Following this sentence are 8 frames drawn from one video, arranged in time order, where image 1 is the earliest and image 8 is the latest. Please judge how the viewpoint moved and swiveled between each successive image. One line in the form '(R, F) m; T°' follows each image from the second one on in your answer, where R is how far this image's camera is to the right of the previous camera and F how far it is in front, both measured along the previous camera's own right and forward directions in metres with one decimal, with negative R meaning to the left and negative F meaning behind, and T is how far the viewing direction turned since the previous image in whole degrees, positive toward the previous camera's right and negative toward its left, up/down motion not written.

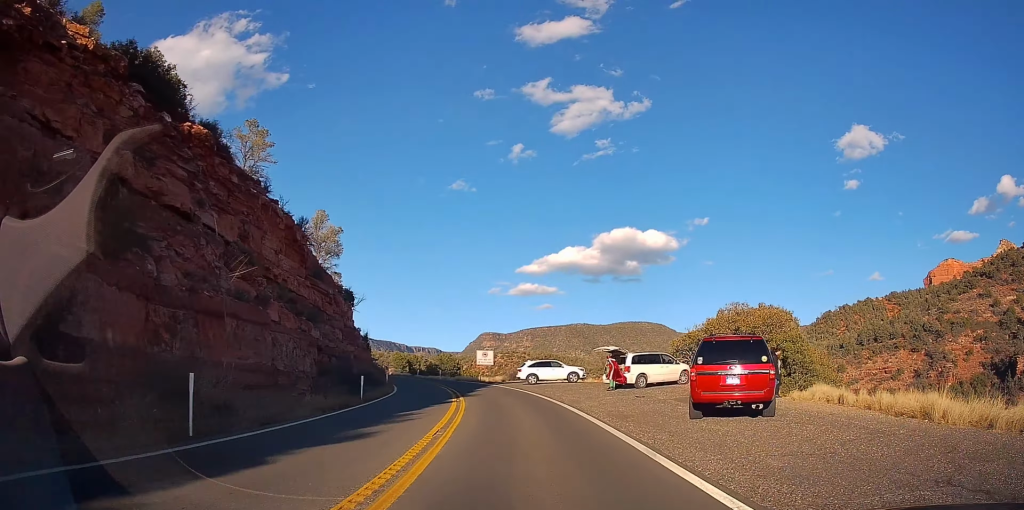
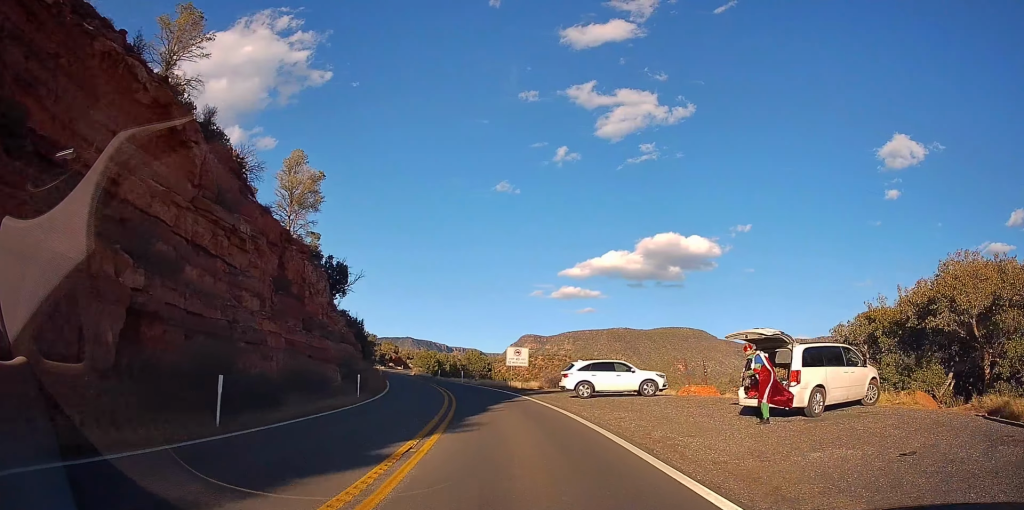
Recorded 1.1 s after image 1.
(-0.2, +14.7) m; -4°
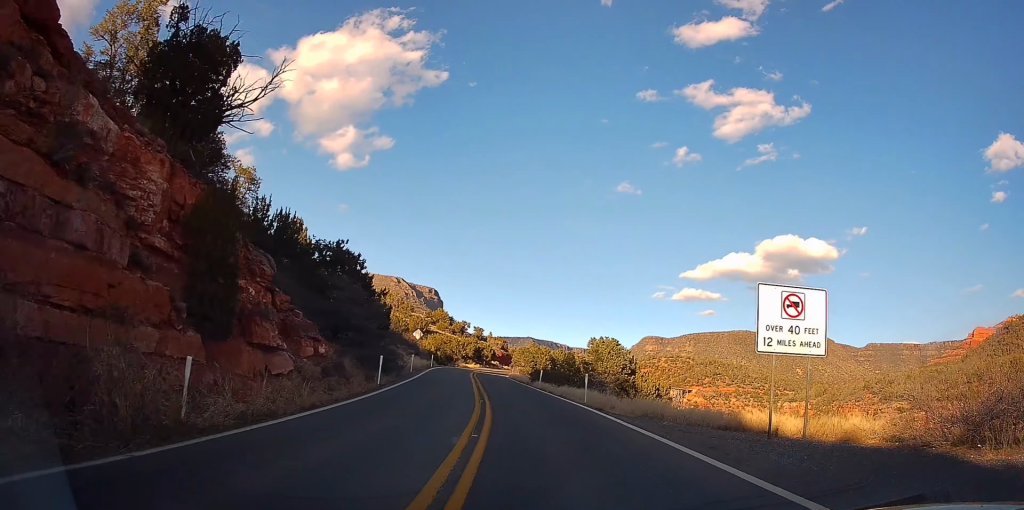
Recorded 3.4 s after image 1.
(-4.0, +34.8) m; -11°
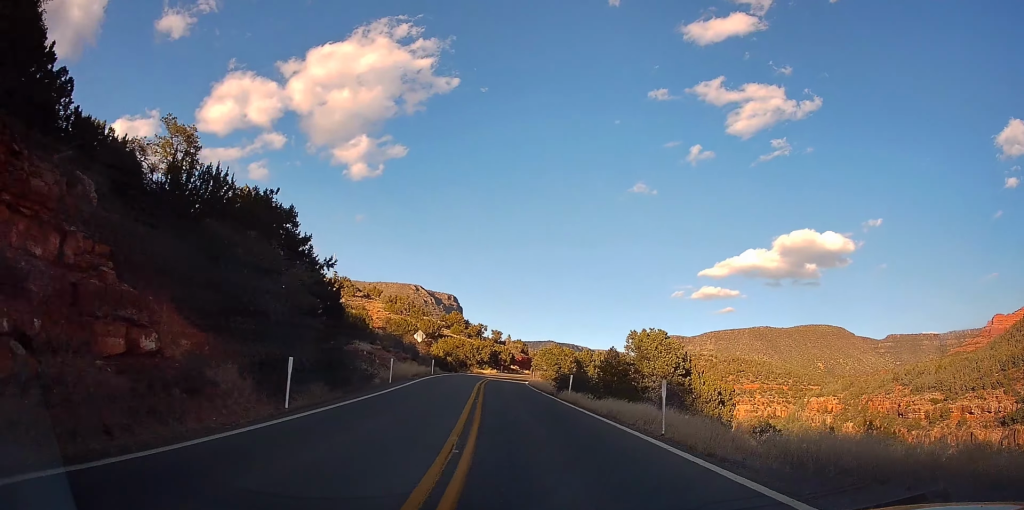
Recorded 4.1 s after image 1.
(-0.1, +11.0) m; -2°
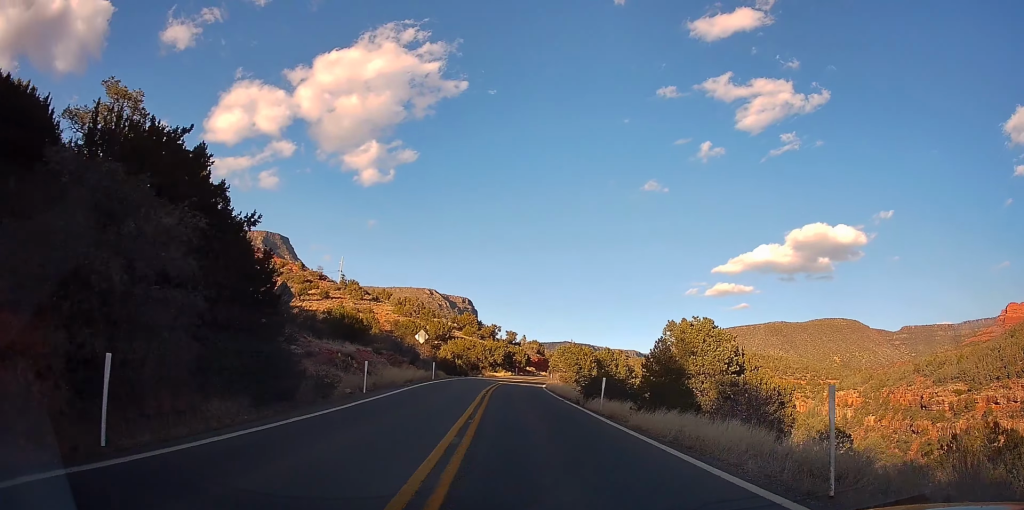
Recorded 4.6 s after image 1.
(-0.1, +7.0) m; -2°
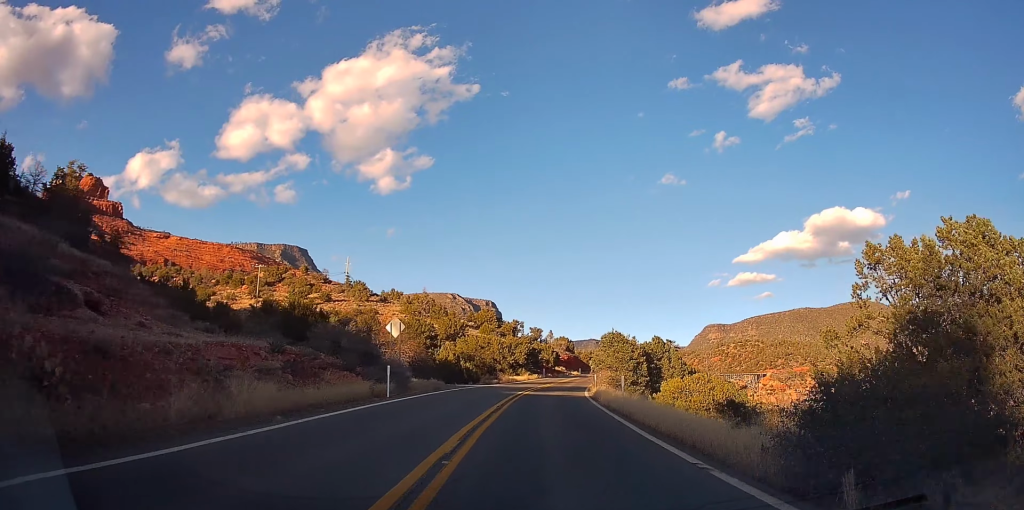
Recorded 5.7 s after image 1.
(-0.7, +18.9) m; -3°
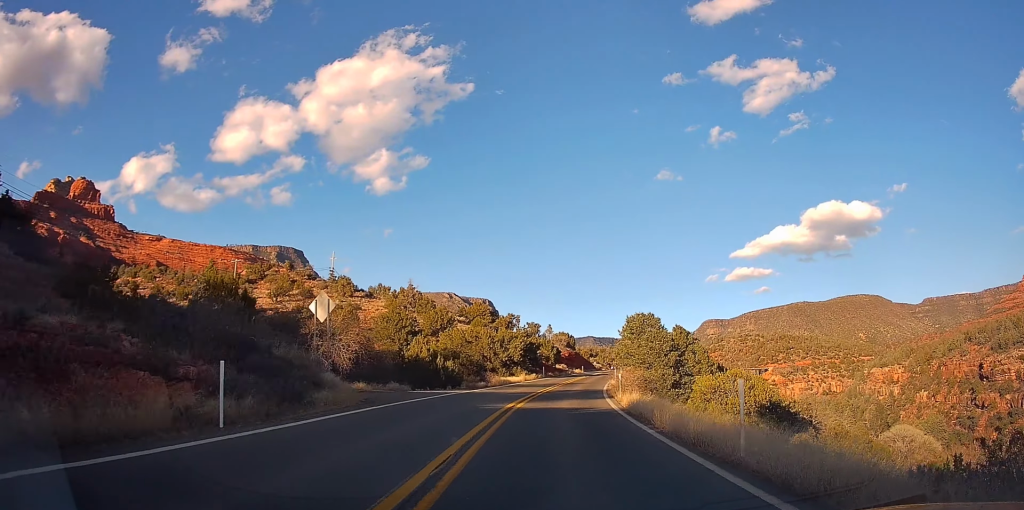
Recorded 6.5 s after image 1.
(-0.2, +12.2) m; 0°
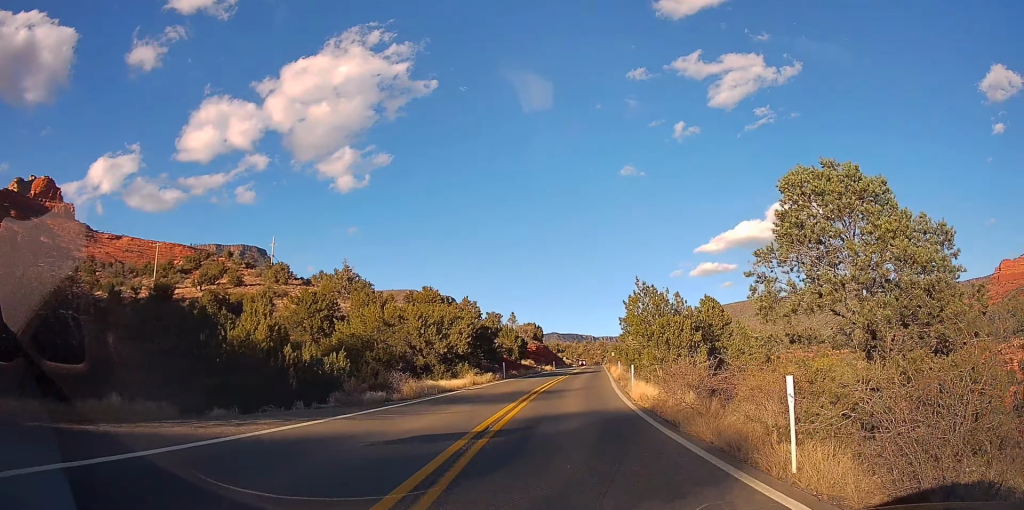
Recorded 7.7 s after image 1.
(+0.6, +21.4) m; +4°
